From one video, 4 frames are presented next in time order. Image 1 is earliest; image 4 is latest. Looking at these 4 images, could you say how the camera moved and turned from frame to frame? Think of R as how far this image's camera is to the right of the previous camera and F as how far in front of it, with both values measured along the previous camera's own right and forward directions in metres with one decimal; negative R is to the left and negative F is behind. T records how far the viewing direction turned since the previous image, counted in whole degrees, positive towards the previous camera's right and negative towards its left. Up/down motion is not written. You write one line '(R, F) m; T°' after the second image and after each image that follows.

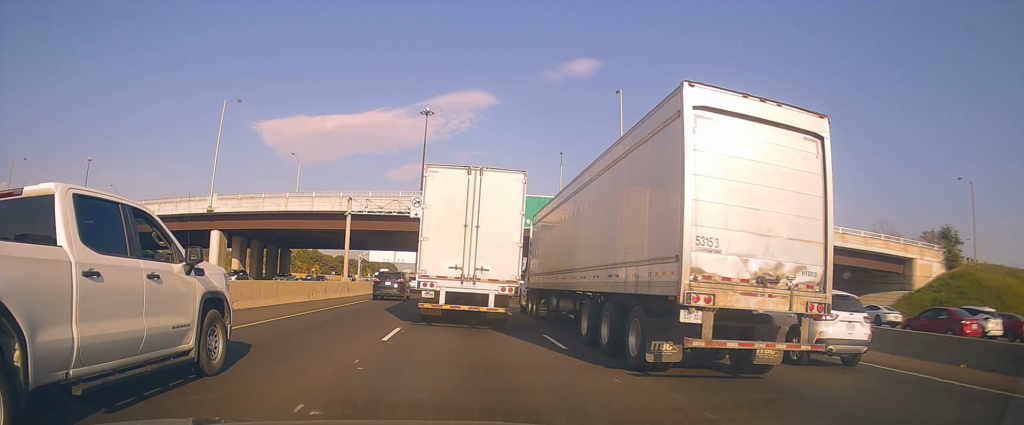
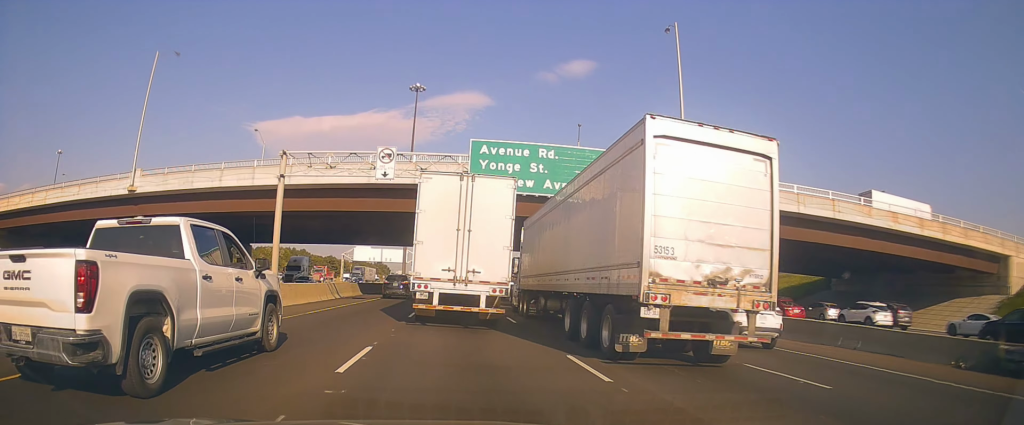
(-0.2, +16.0) m; 0°
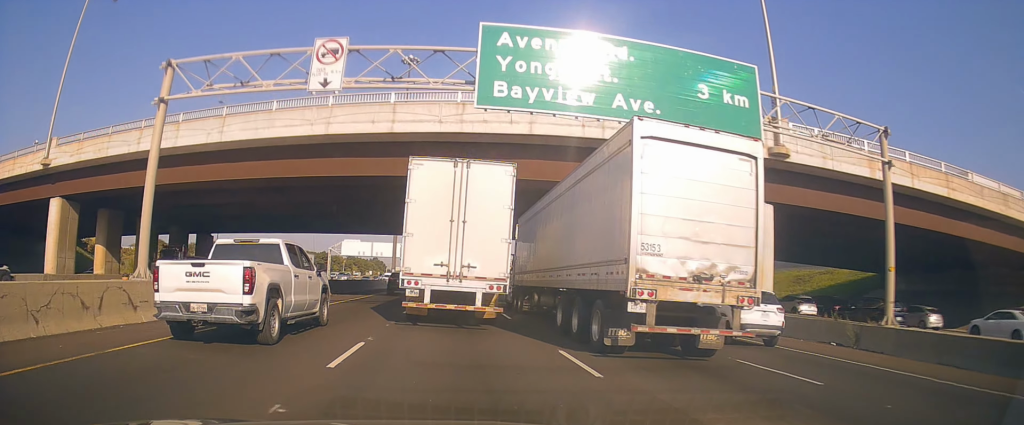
(+0.3, +11.9) m; +1°
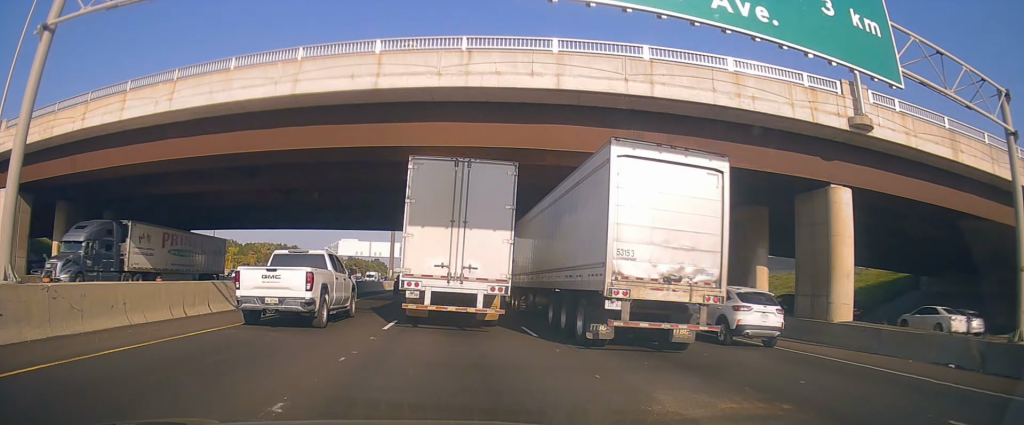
(+0.3, +6.3) m; +4°
